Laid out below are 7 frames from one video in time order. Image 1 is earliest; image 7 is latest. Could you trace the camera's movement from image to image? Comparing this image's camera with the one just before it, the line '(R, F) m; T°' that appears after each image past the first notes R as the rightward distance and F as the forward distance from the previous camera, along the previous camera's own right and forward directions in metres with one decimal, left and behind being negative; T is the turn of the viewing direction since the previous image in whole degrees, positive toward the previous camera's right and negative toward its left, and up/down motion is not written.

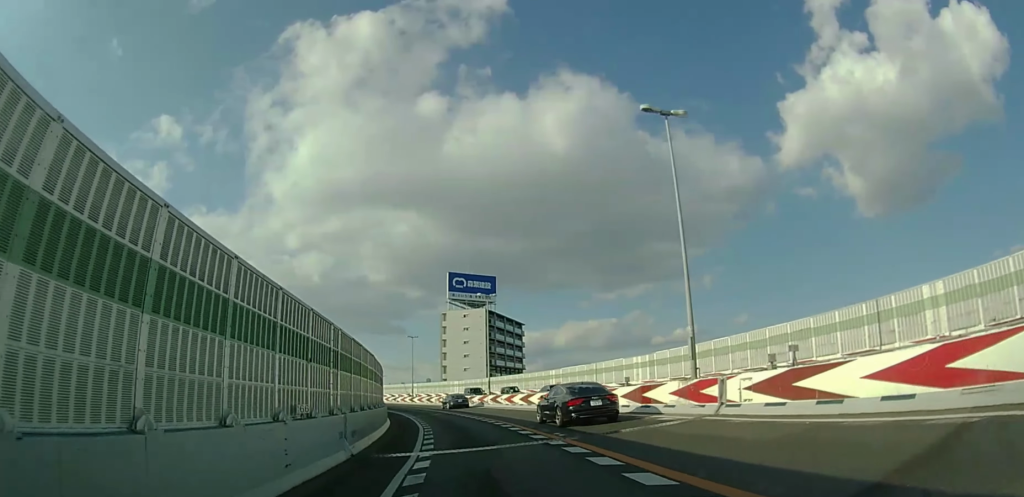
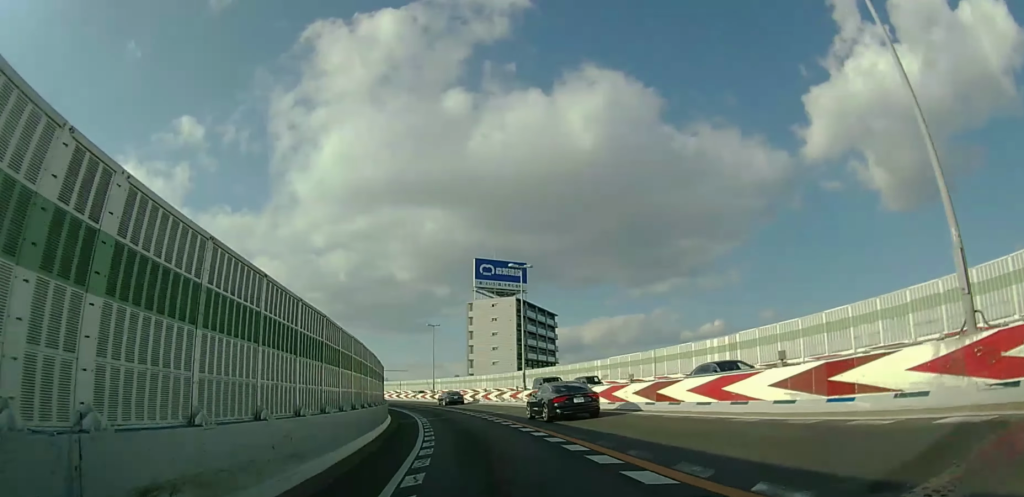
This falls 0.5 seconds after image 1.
(-0.6, +10.0) m; -3°
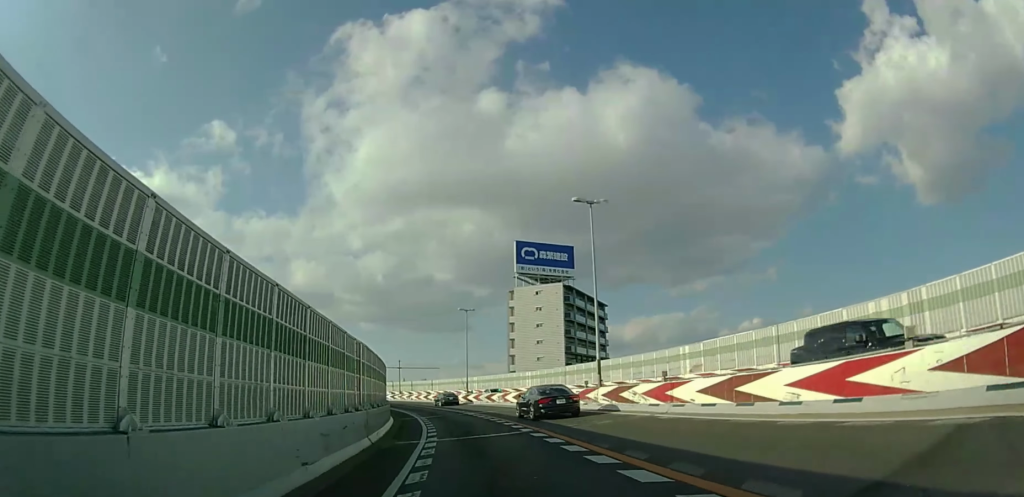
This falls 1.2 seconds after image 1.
(-0.5, +13.9) m; -4°
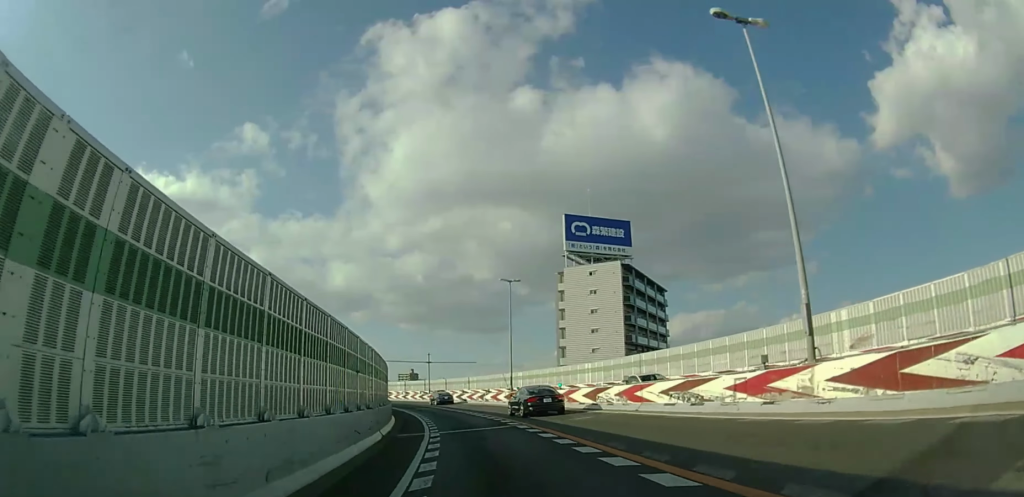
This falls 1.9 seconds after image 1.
(-0.4, +14.5) m; -4°
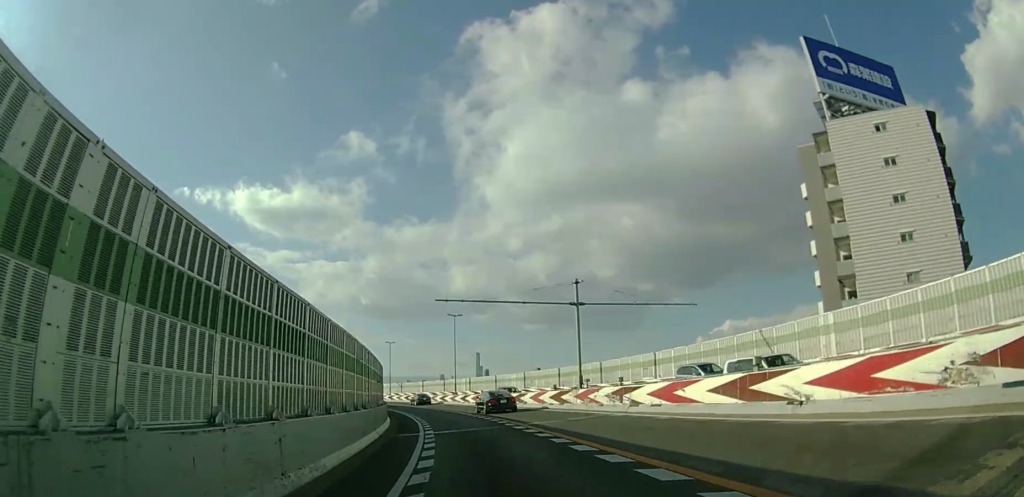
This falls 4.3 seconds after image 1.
(-6.2, +47.6) m; -14°
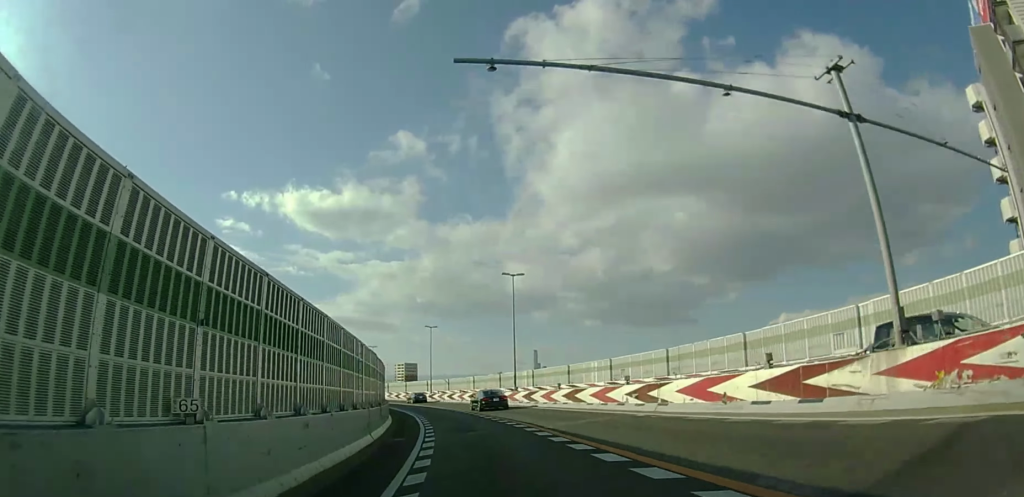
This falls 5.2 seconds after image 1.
(-0.8, +19.4) m; -5°
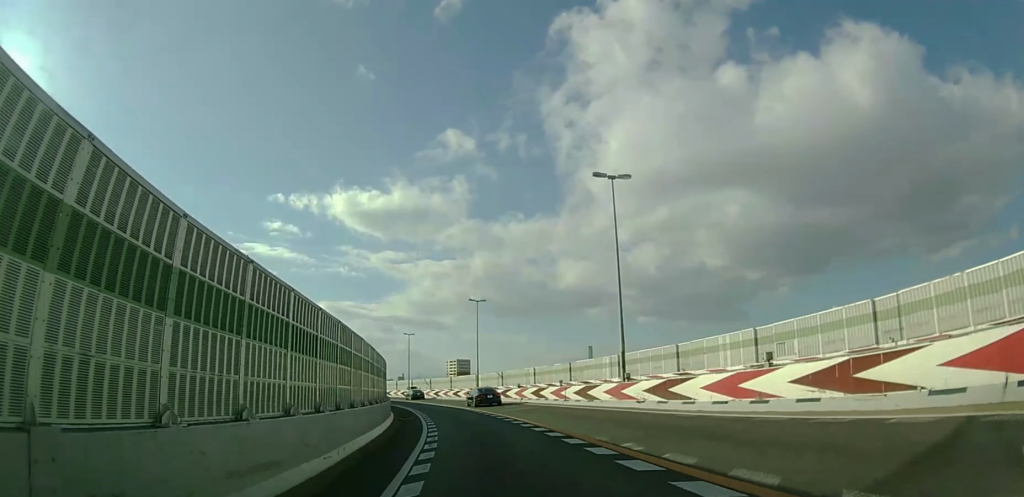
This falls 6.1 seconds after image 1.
(-0.7, +18.9) m; -5°
